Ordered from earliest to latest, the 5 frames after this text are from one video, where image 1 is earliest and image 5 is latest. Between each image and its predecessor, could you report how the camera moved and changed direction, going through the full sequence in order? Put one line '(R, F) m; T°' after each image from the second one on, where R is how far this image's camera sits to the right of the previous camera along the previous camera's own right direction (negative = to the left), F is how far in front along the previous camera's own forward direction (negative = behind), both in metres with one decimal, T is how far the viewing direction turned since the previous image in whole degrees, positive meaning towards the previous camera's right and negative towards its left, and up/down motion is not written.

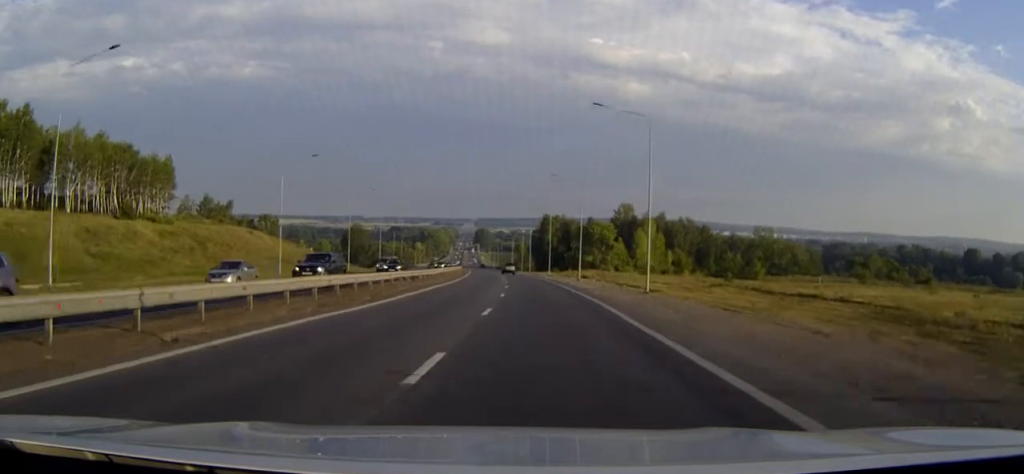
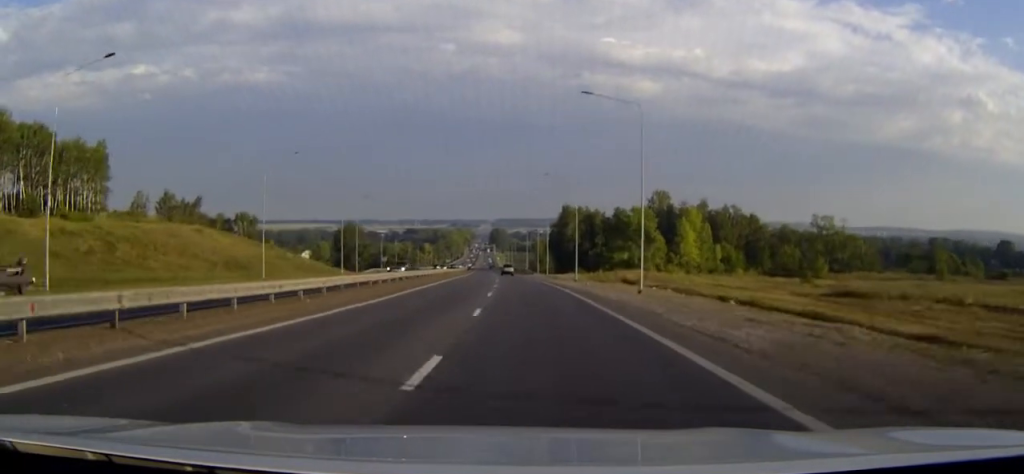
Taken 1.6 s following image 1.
(-0.6, +36.9) m; -2°
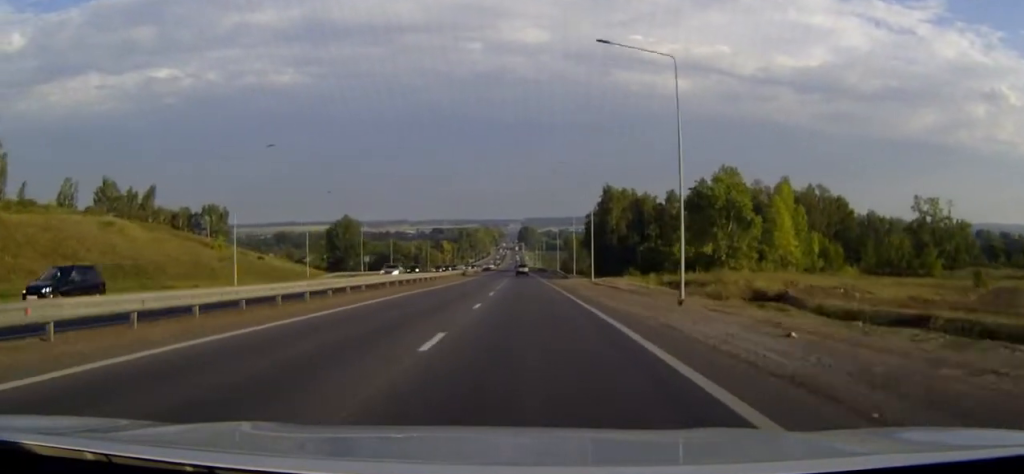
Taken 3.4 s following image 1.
(-0.9, +44.0) m; -2°
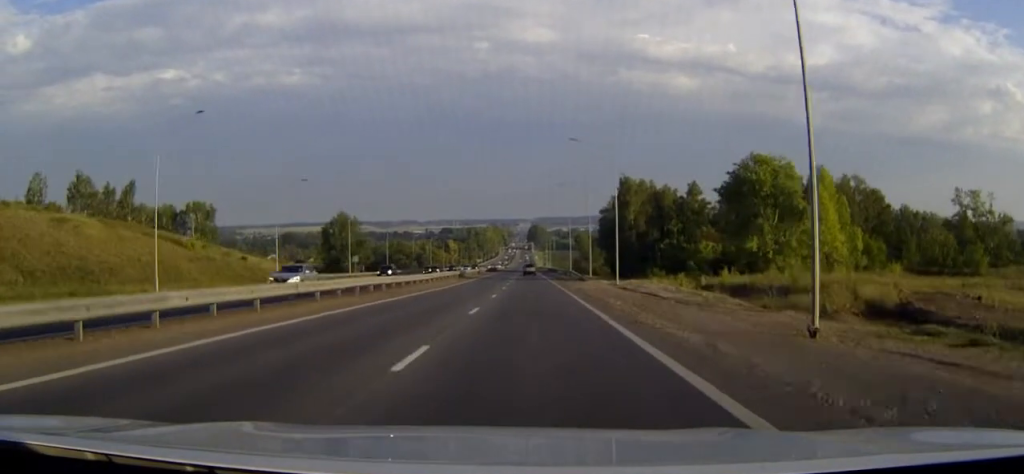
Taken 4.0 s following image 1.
(-0.1, +14.2) m; 0°
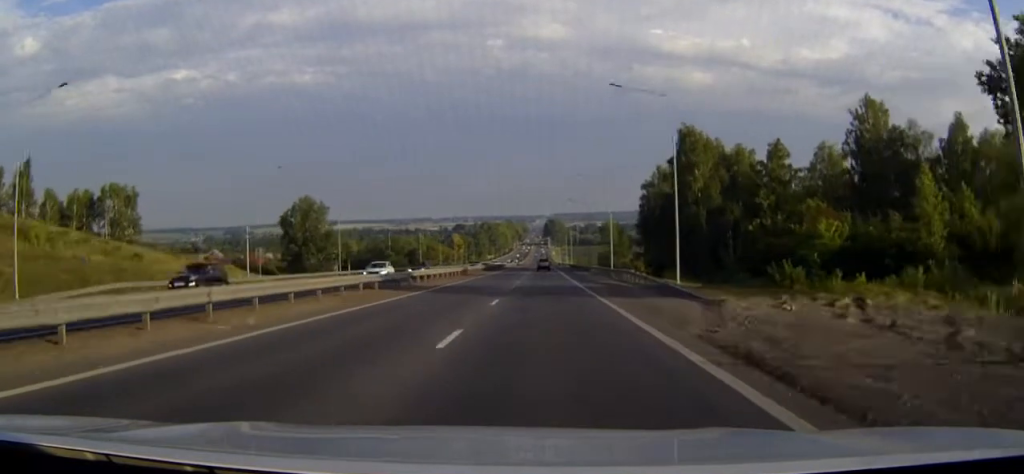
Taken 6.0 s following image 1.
(-0.2, +46.1) m; -1°
